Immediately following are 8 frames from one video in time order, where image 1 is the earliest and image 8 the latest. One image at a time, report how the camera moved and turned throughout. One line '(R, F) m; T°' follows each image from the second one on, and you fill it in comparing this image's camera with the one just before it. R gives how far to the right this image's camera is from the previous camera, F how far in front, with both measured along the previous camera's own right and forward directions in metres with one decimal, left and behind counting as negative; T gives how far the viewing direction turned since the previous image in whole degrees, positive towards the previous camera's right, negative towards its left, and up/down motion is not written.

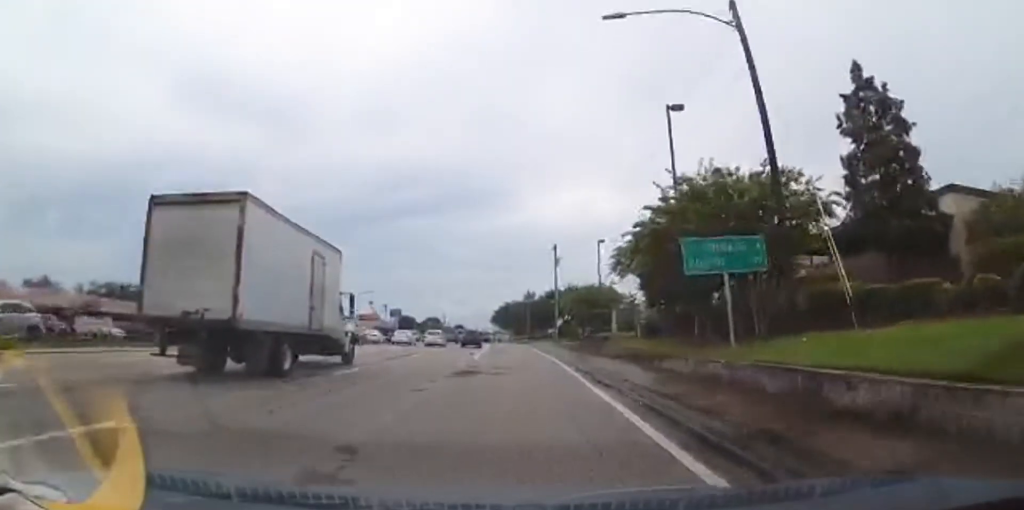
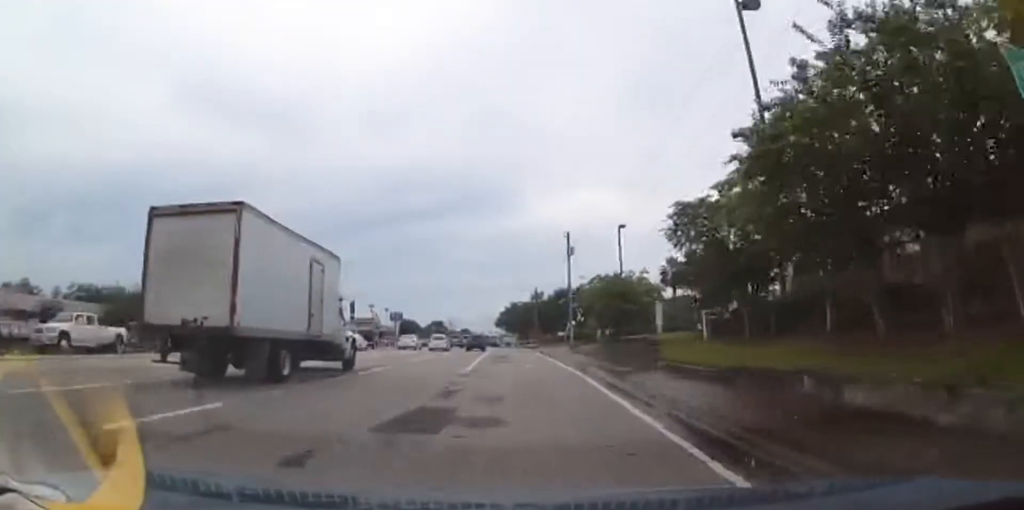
(-0.1, +9.4) m; 0°
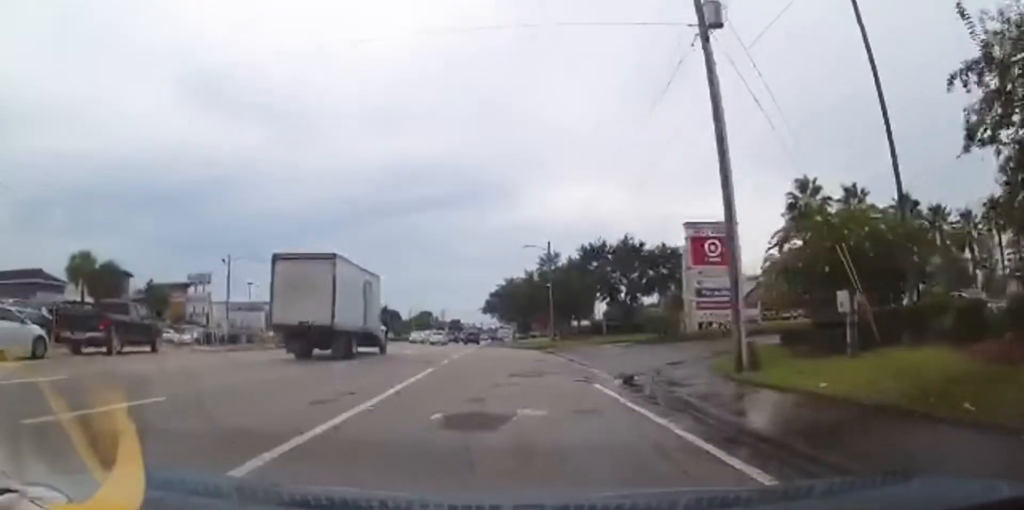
(-0.8, +38.8) m; -1°
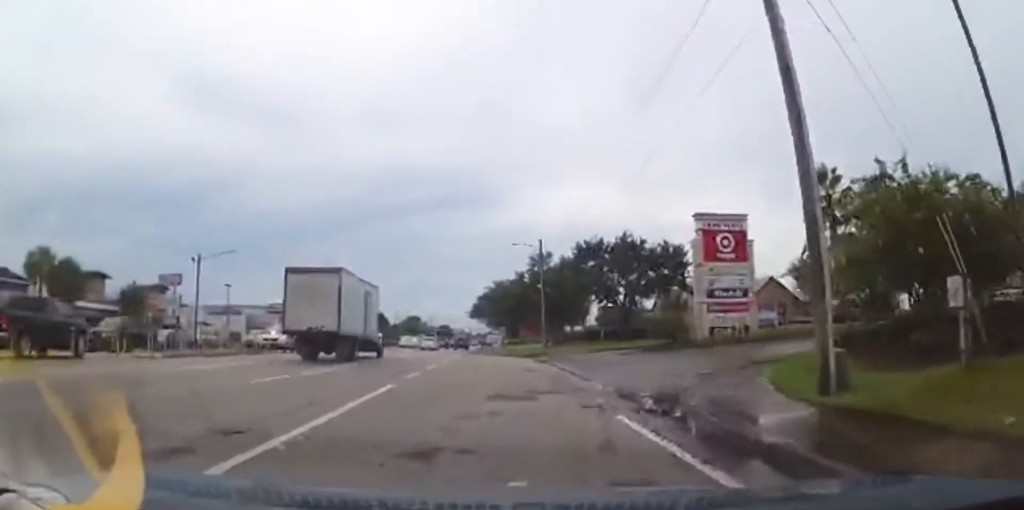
(0.0, +4.8) m; +1°
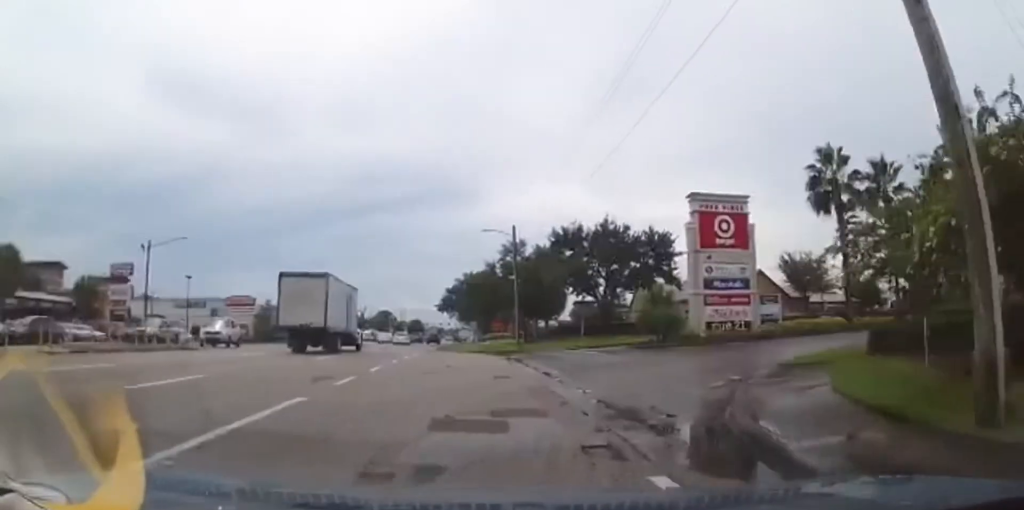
(+0.1, +4.8) m; +1°
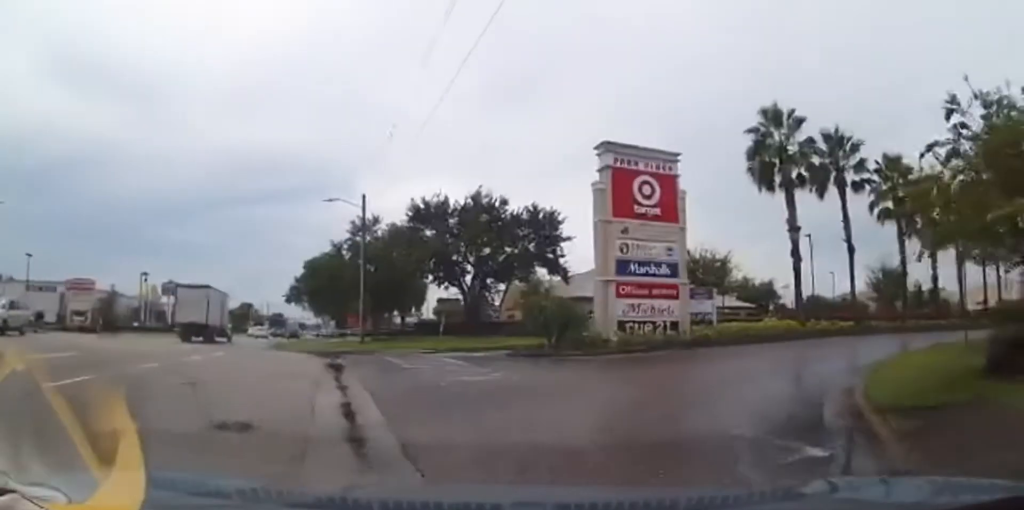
(+0.3, +10.9) m; +12°
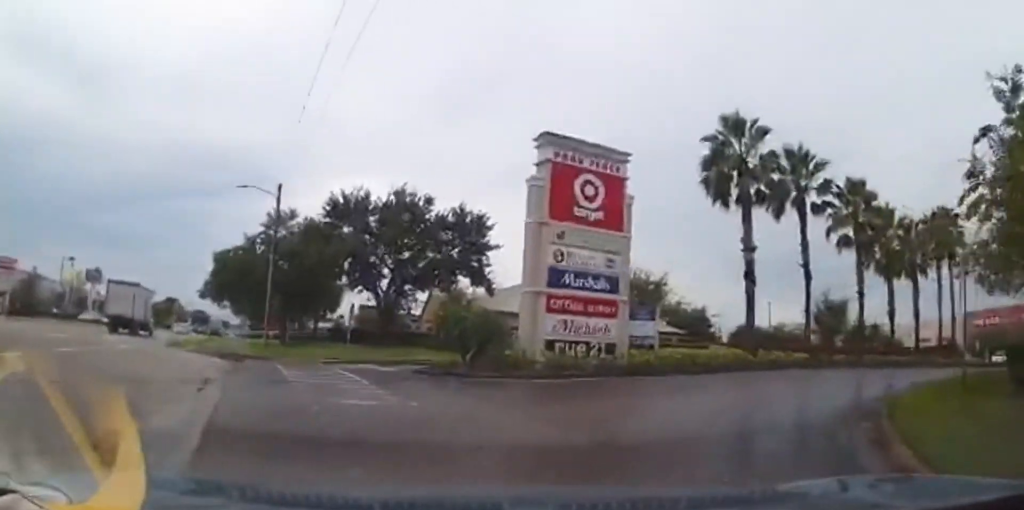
(+0.2, +3.4) m; +5°
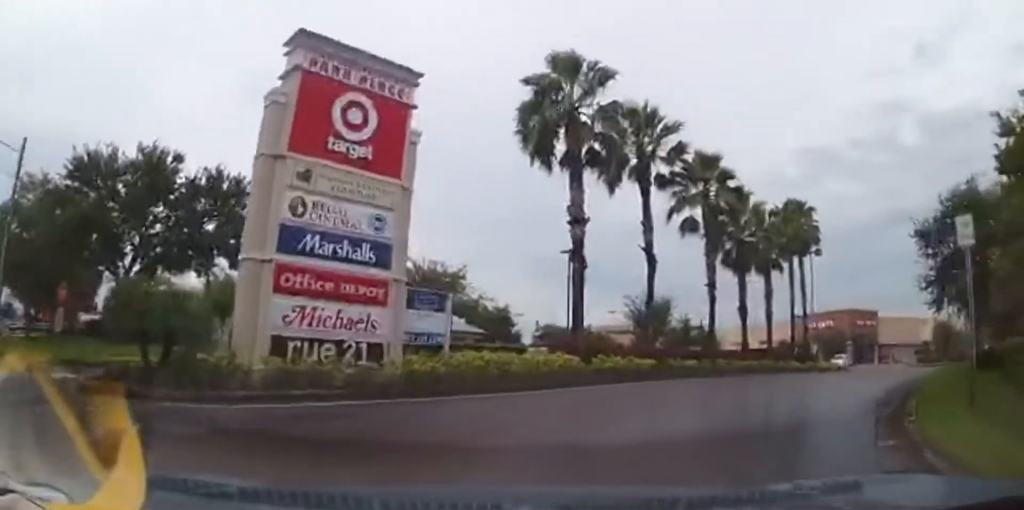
(+1.2, +7.0) m; +10°
